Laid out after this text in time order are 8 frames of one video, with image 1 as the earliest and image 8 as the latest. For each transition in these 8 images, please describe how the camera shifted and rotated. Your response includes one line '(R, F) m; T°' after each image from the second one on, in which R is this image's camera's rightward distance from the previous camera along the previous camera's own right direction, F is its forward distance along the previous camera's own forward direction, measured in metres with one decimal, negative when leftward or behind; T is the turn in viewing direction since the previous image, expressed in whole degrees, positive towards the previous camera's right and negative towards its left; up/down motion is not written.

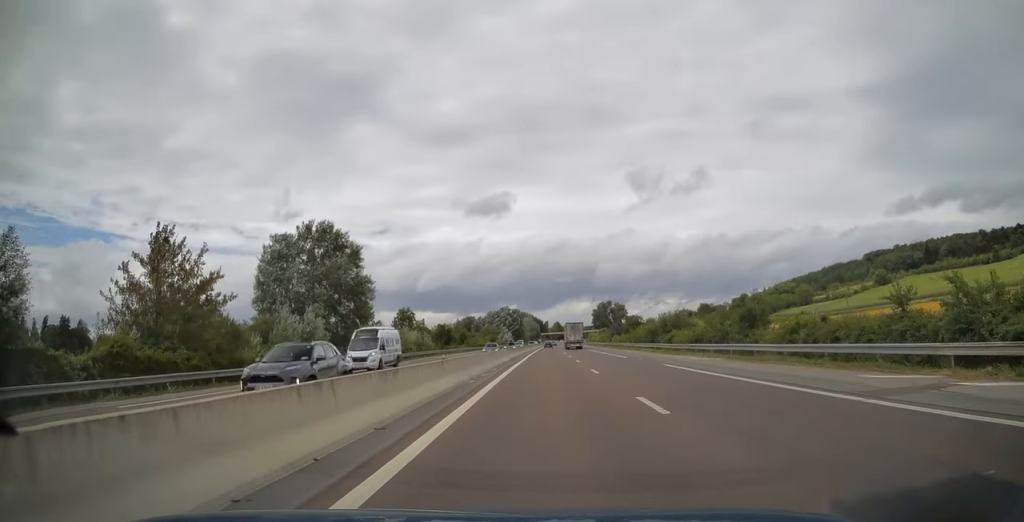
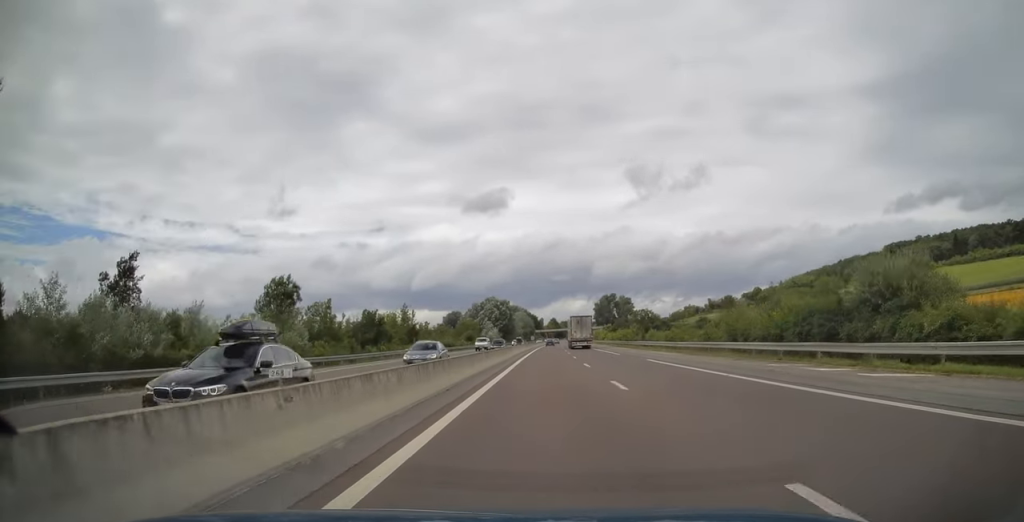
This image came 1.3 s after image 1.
(+0.2, +47.8) m; 0°
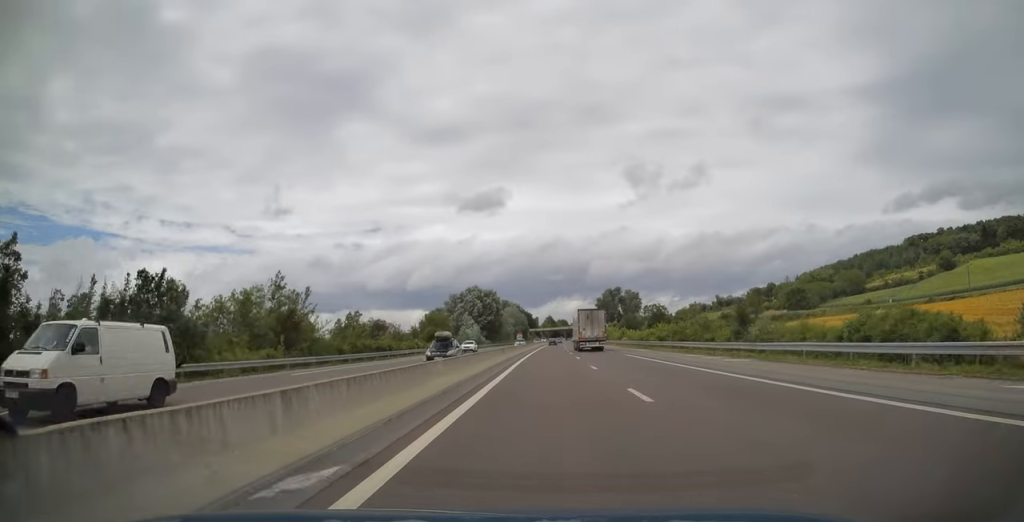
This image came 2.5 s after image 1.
(+0.1, +42.5) m; 0°
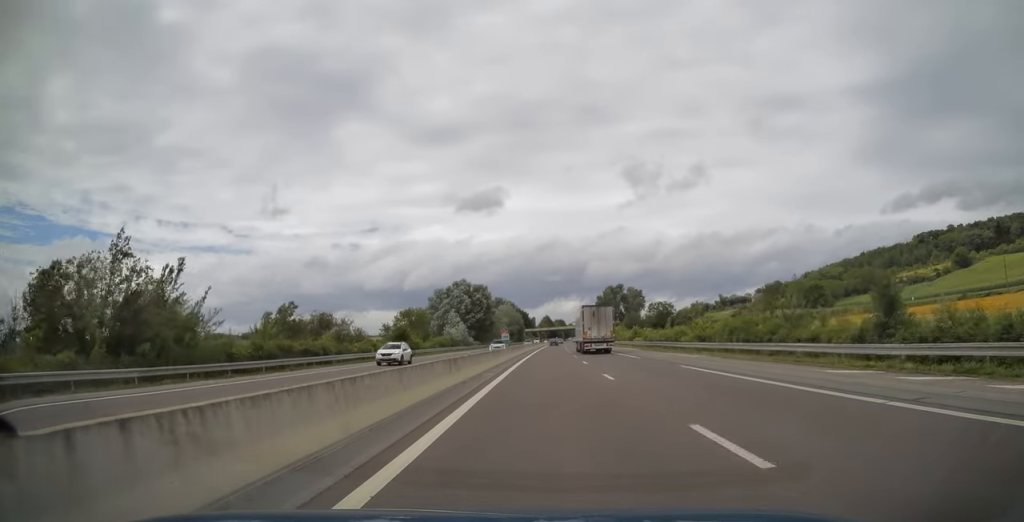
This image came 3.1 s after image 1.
(0.0, +19.5) m; 0°
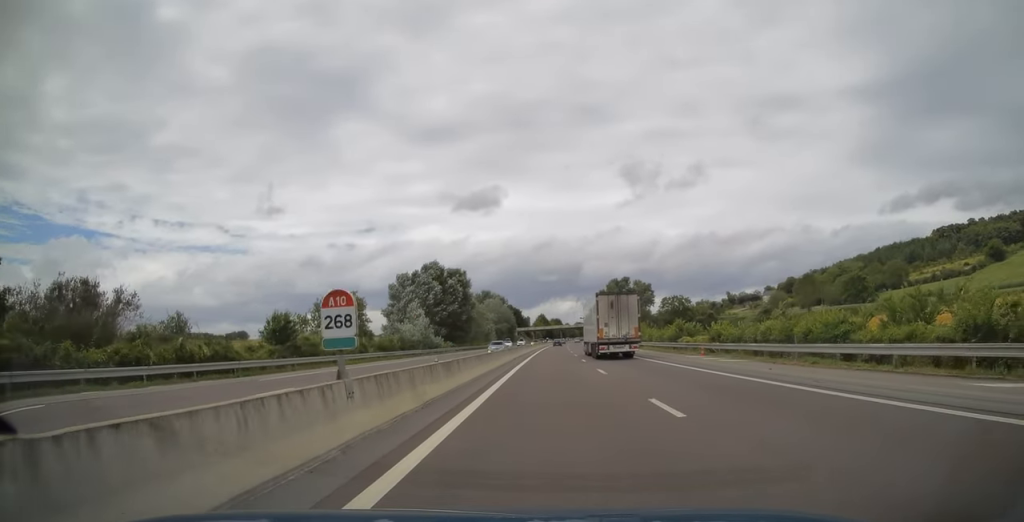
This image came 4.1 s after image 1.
(+0.1, +35.4) m; +1°
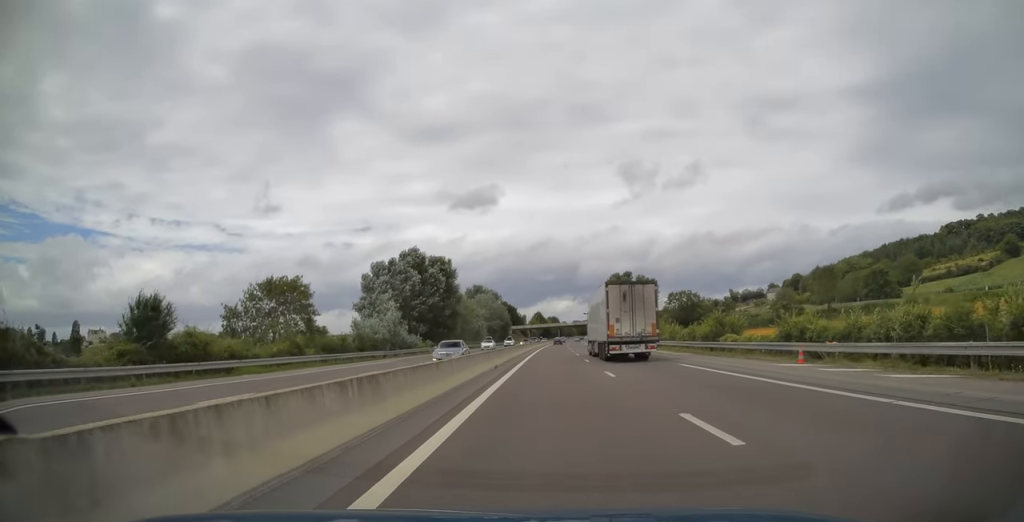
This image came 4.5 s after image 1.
(+0.1, +15.9) m; 0°
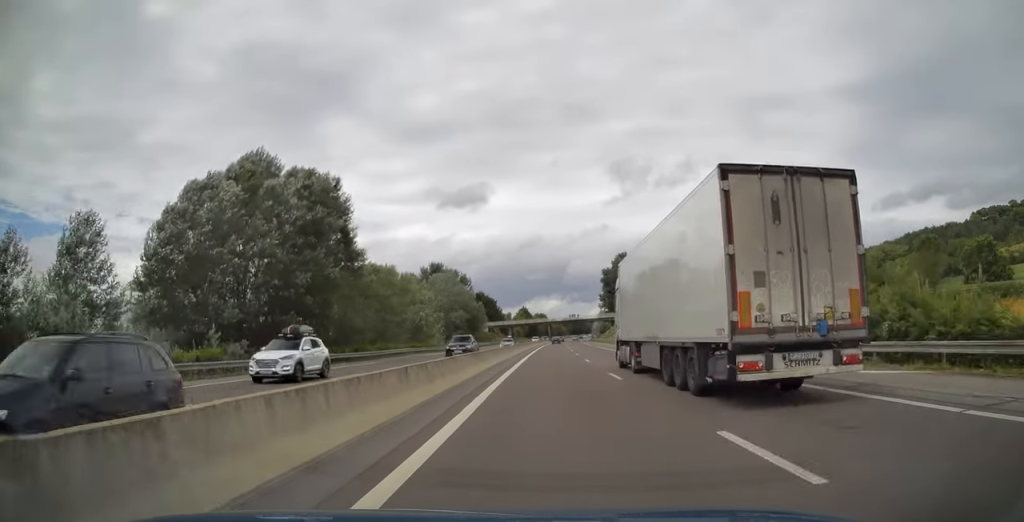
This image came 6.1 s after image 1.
(+0.4, +54.9) m; +1°
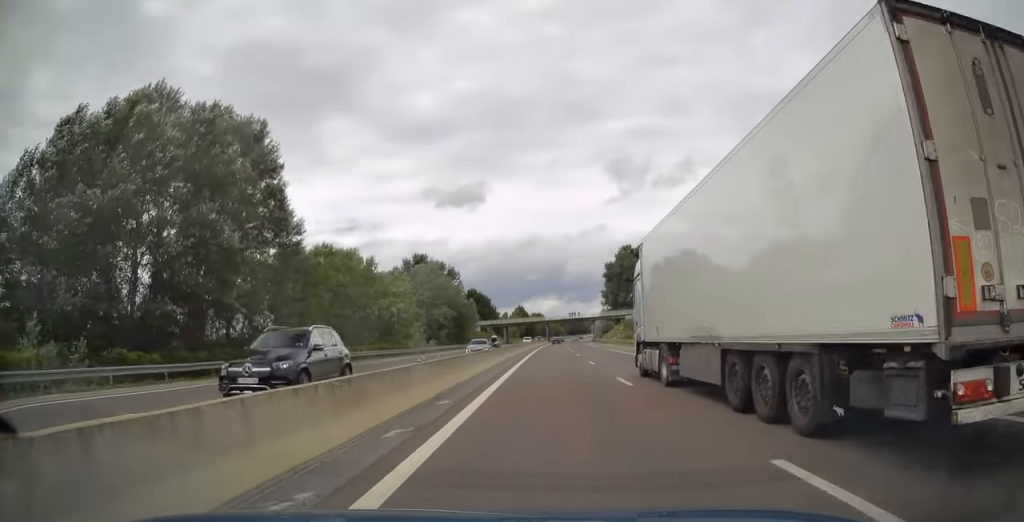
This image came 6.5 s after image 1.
(0.0, +15.3) m; 0°
